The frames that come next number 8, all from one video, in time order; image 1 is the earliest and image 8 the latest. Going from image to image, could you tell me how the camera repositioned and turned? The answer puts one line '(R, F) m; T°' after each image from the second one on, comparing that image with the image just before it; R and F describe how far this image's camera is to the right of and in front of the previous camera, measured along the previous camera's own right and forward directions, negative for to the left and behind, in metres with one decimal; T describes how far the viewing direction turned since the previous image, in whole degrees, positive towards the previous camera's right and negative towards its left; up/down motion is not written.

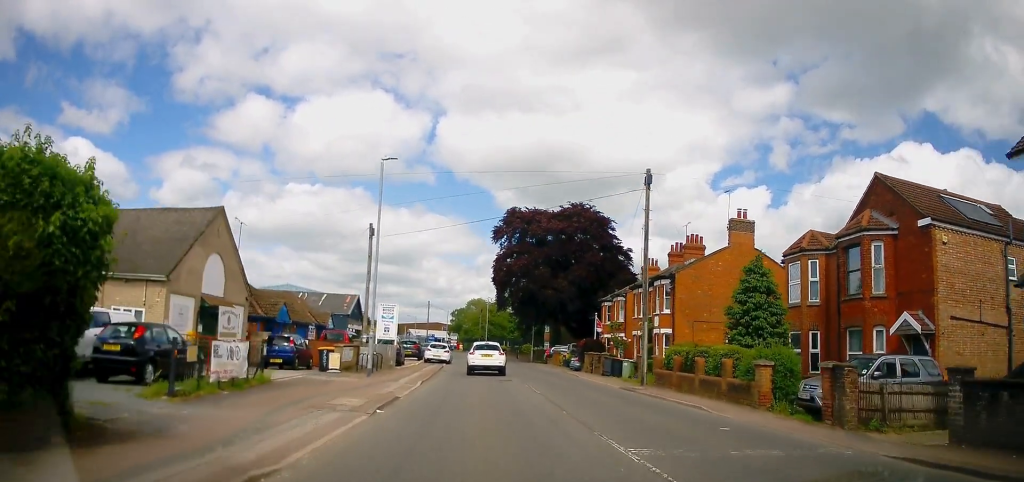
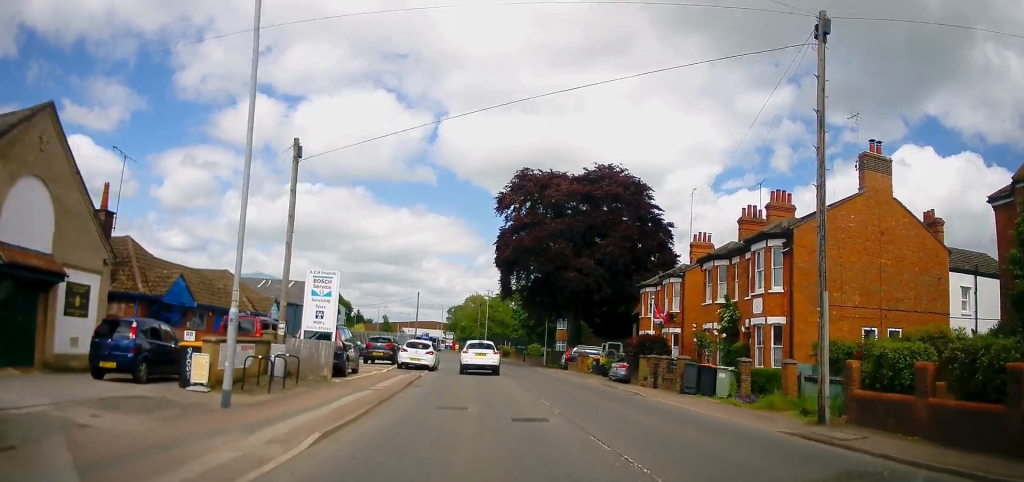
(+0.3, +12.6) m; +3°
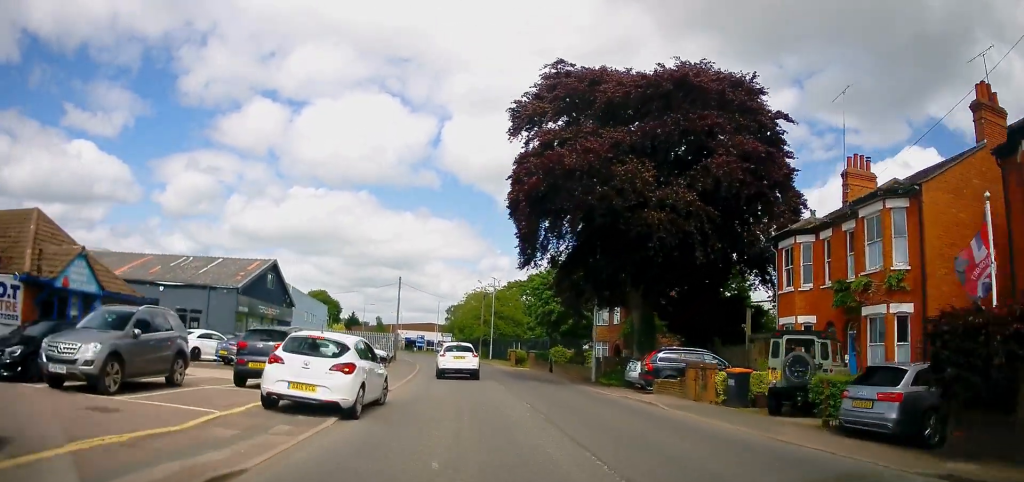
(+0.2, +18.3) m; 0°
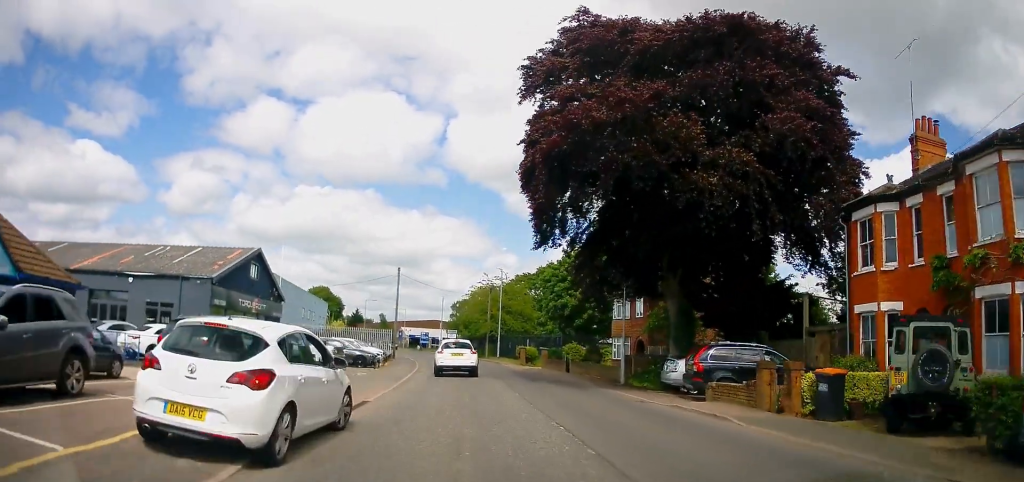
(-0.1, +4.4) m; -1°
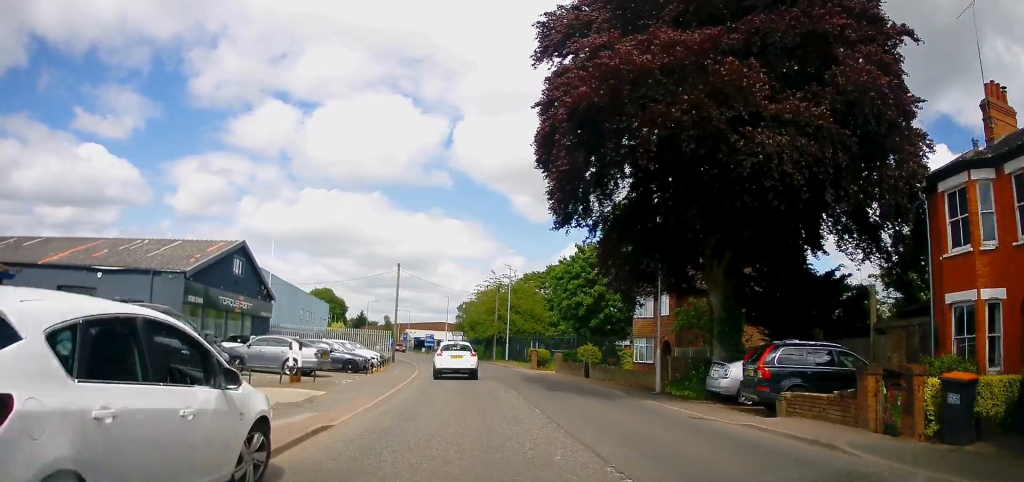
(-0.1, +3.8) m; -2°
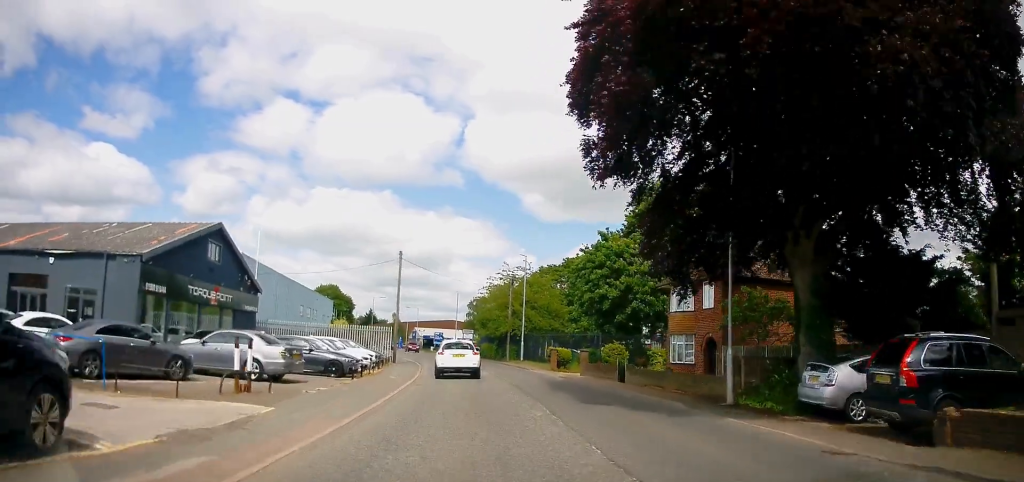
(-0.1, +4.9) m; -1°
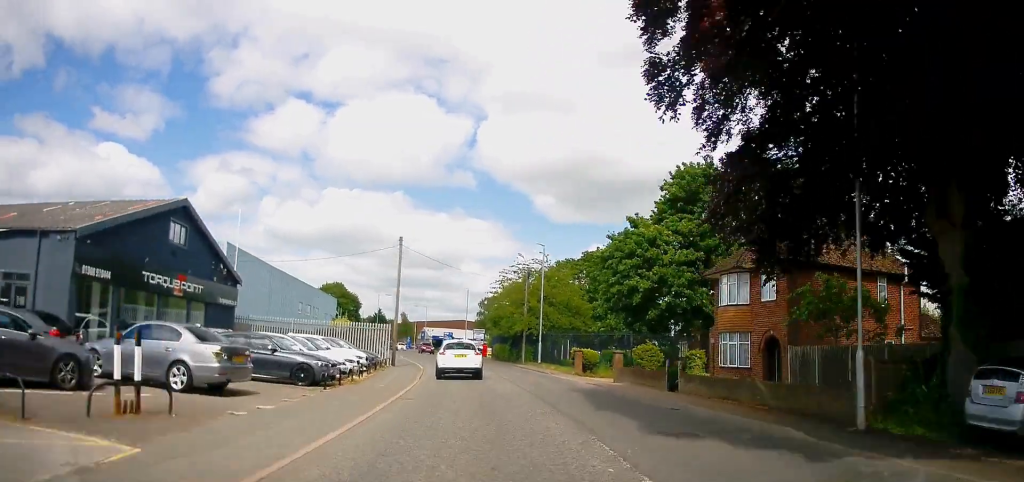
(-0.1, +5.2) m; -1°
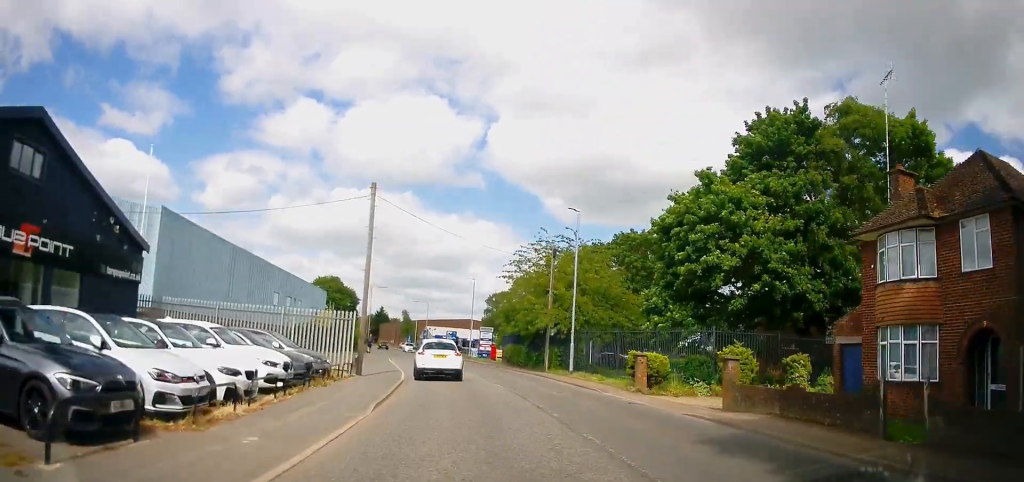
(0.0, +11.3) m; 0°
